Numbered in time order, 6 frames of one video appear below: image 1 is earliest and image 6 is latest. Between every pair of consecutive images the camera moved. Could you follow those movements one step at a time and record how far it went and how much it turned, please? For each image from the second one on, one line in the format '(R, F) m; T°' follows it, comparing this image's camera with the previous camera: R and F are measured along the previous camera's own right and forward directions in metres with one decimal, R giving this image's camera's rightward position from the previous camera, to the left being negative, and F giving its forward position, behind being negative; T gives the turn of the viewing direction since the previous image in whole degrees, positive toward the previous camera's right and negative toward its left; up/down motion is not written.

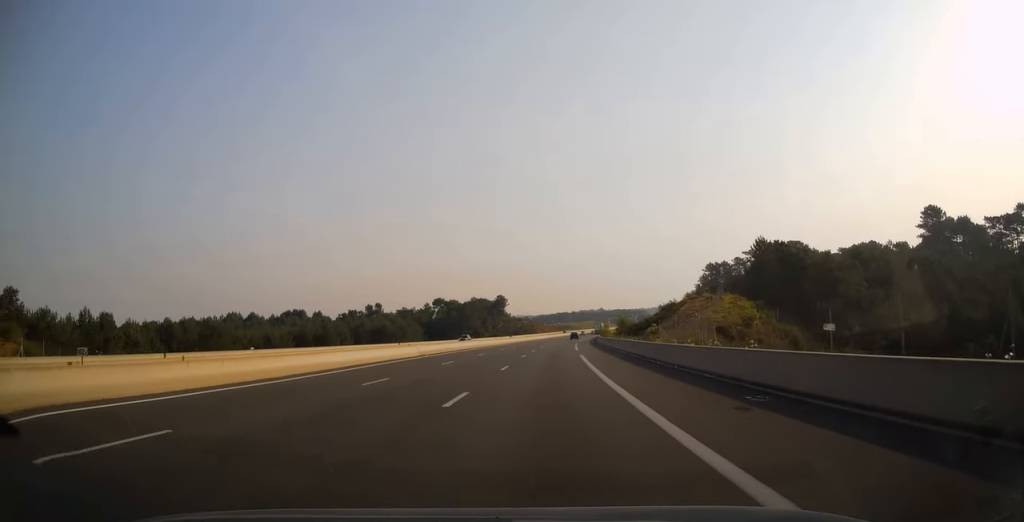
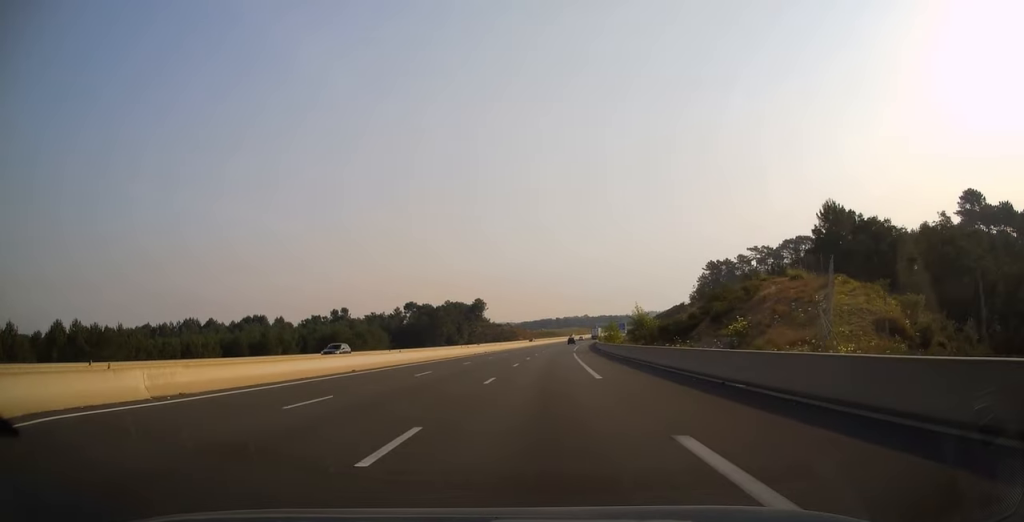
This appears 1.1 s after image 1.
(+0.5, +31.3) m; +1°
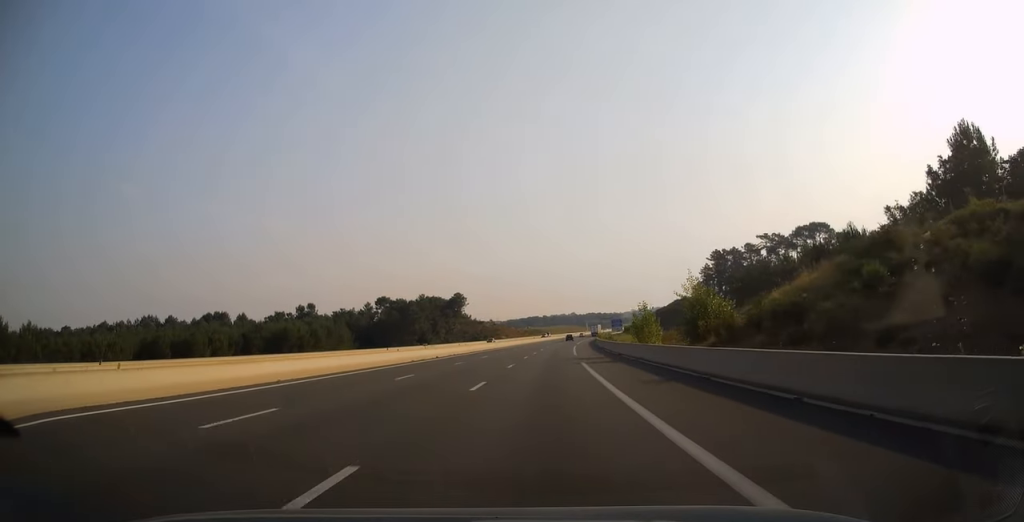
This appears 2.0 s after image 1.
(+0.1, +28.9) m; +1°
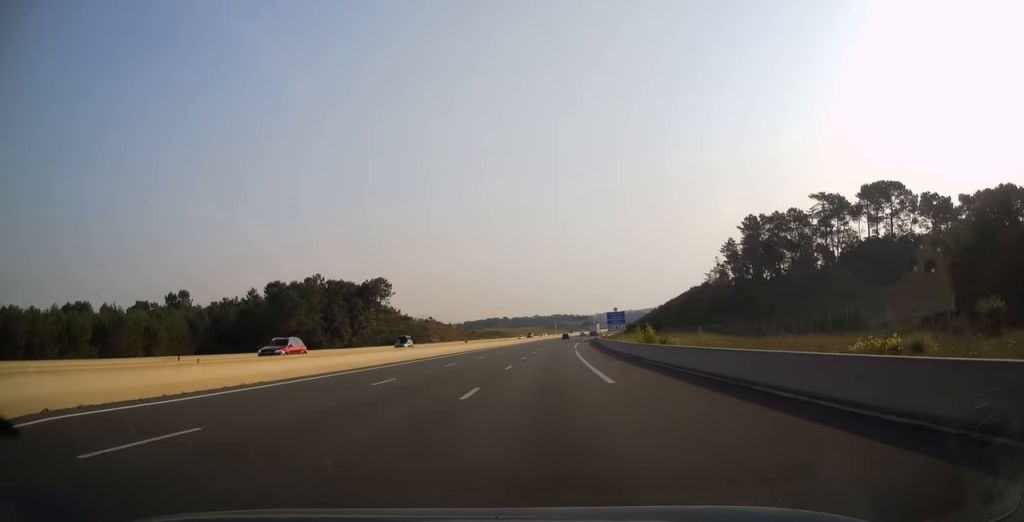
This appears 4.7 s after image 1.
(+3.0, +80.3) m; +4°
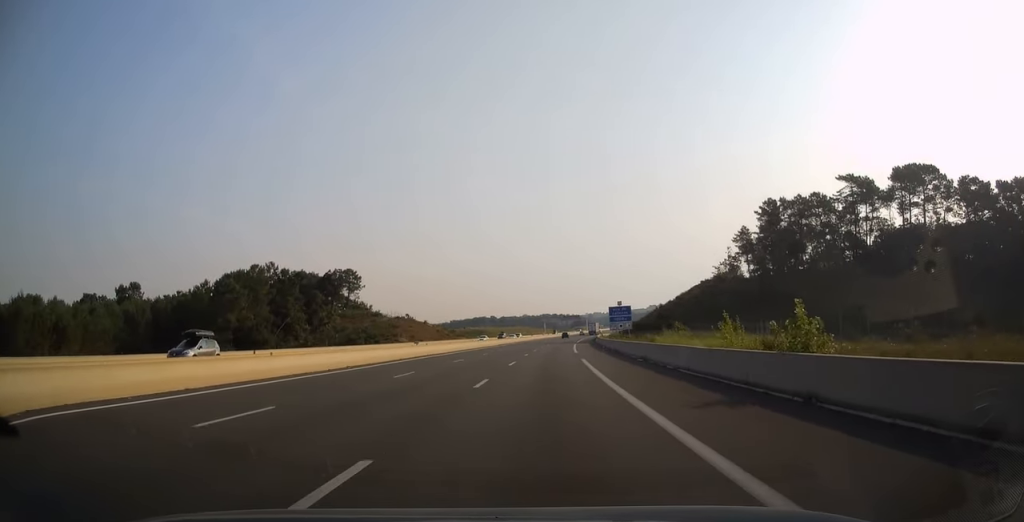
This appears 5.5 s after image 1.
(+0.4, +22.8) m; +1°
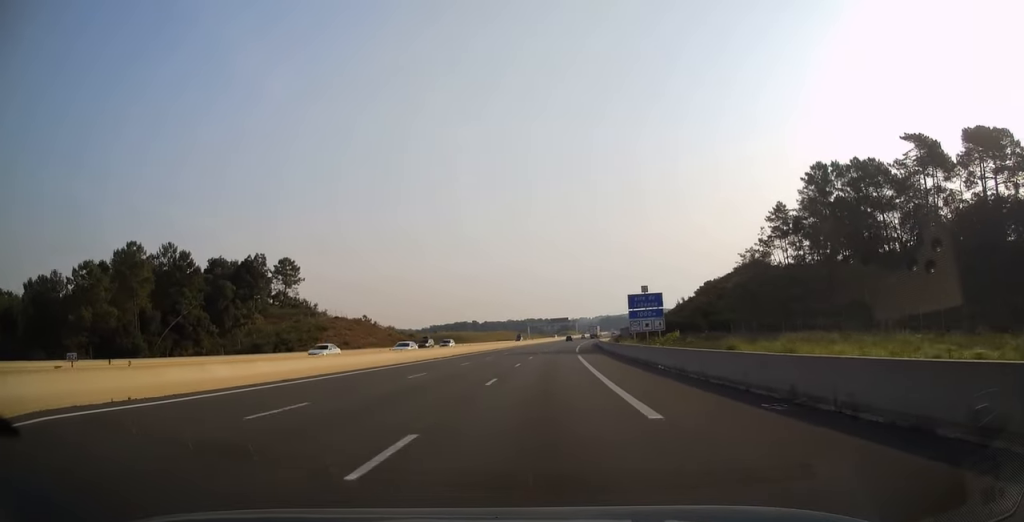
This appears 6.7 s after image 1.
(+0.4, +36.6) m; +1°
